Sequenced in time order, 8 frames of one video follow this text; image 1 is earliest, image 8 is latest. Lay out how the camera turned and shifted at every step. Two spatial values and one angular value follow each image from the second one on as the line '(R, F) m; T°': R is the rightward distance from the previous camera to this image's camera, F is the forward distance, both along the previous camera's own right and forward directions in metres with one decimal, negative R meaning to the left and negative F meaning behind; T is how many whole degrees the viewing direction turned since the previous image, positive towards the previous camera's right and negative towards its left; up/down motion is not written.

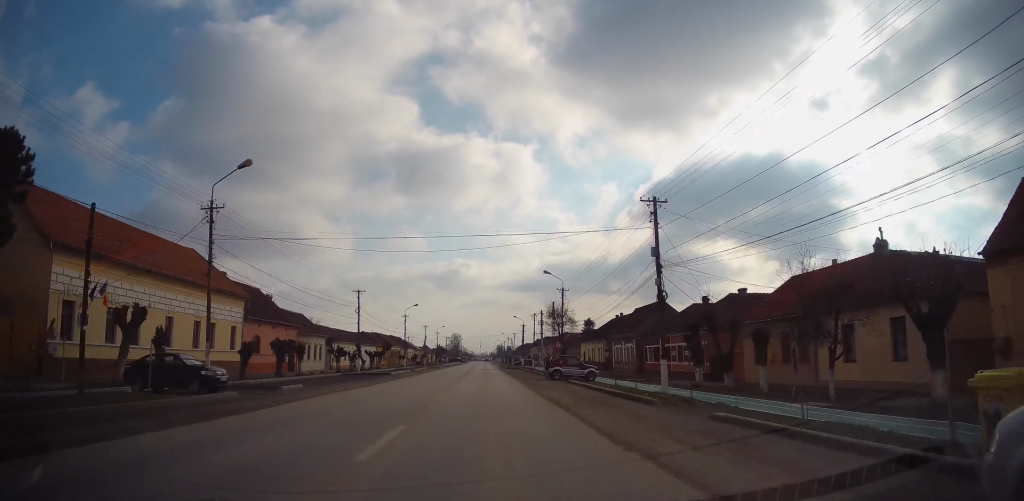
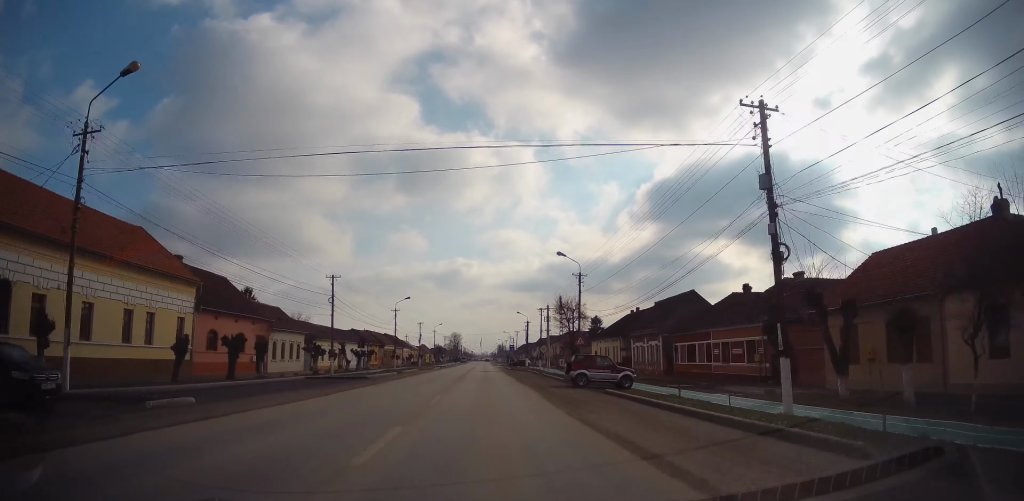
(-0.2, +8.9) m; 0°
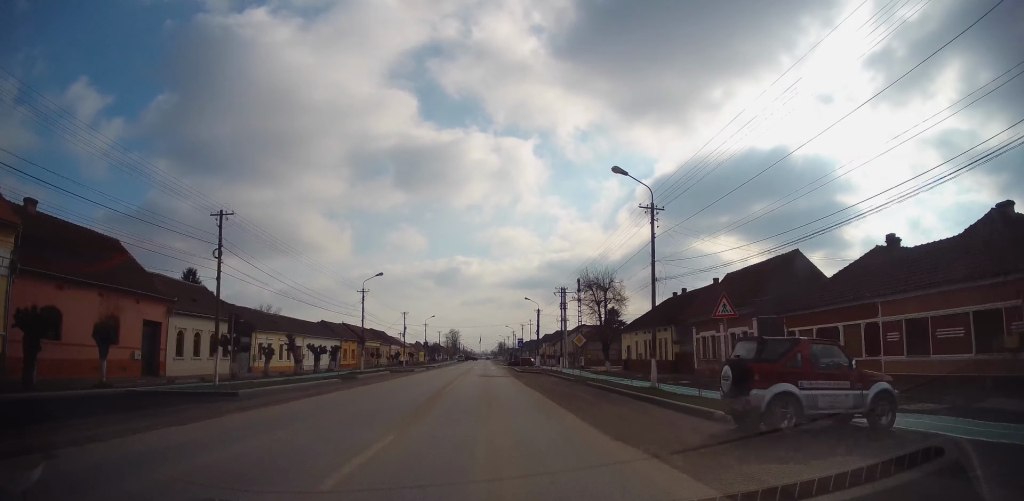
(+0.1, +18.4) m; 0°
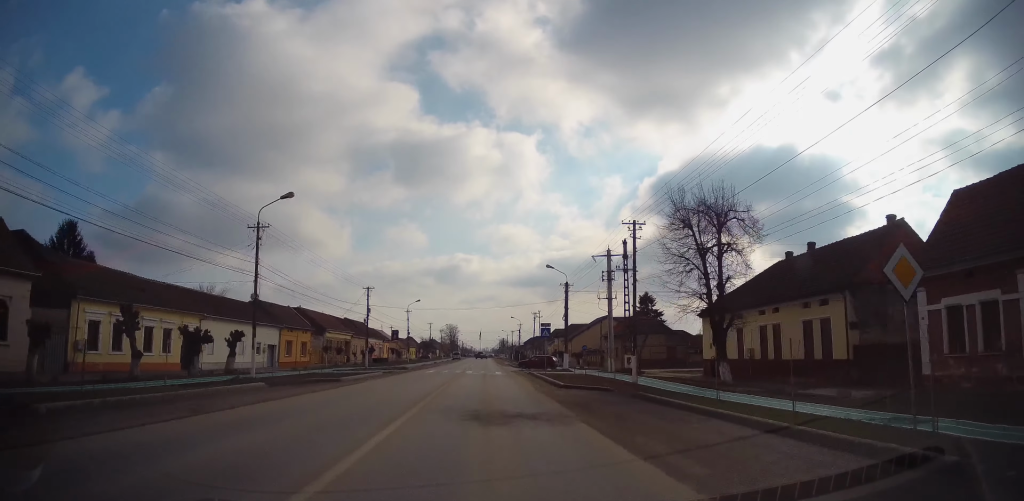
(-0.1, +24.7) m; 0°
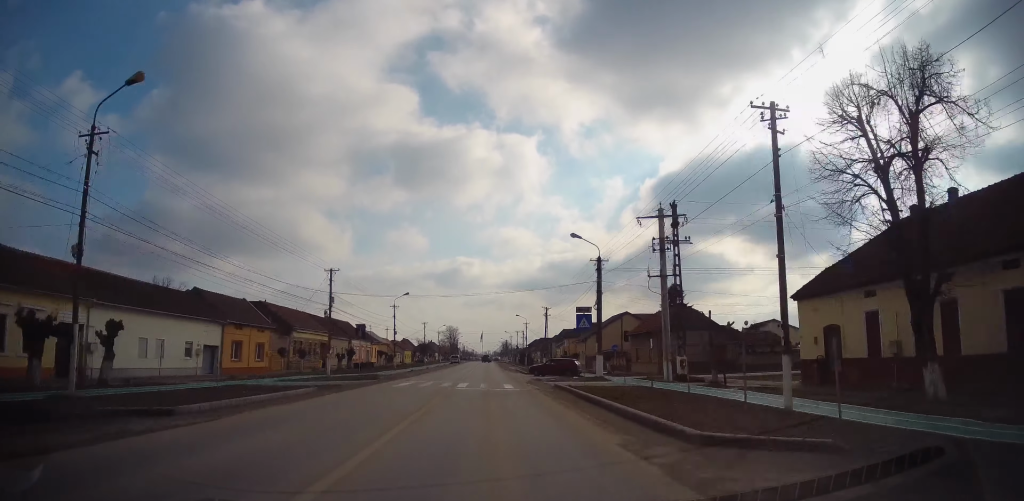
(+0.2, +13.6) m; 0°
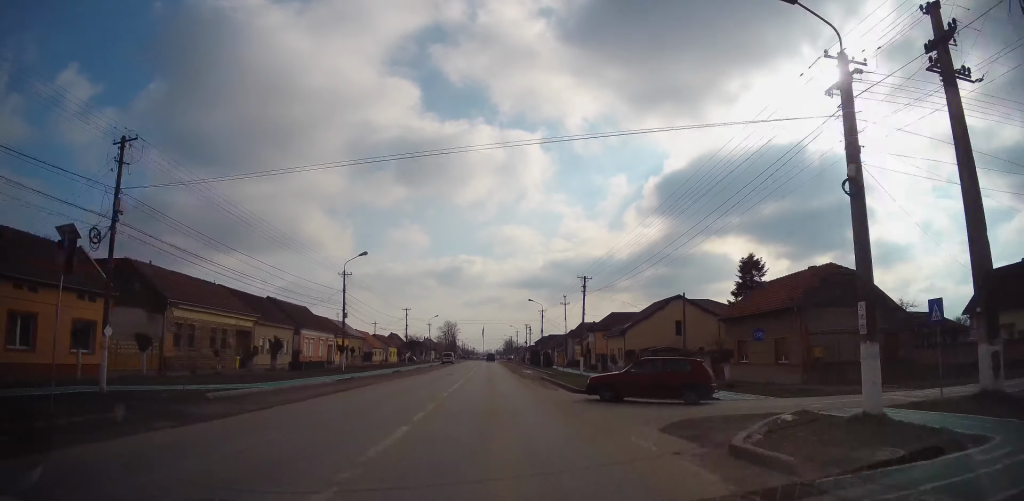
(0.0, +25.4) m; +1°
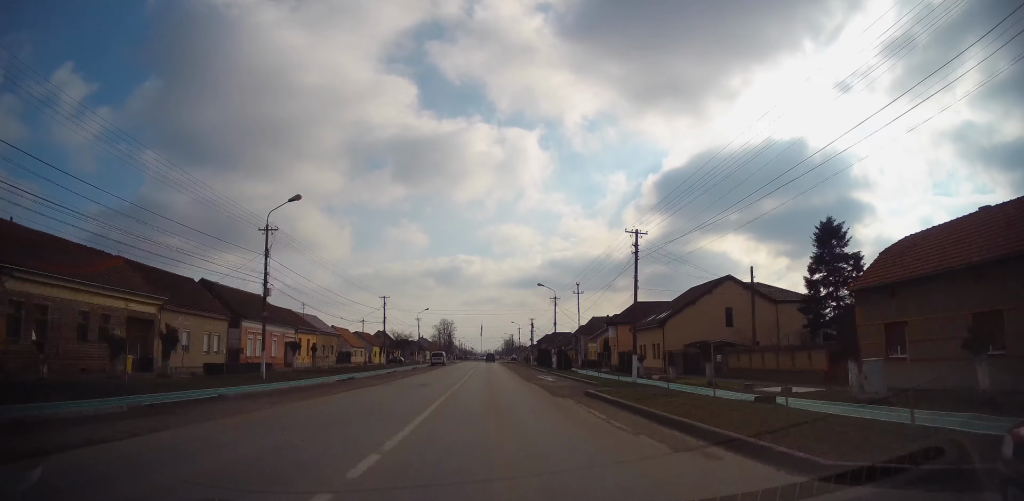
(+0.1, +15.5) m; -1°
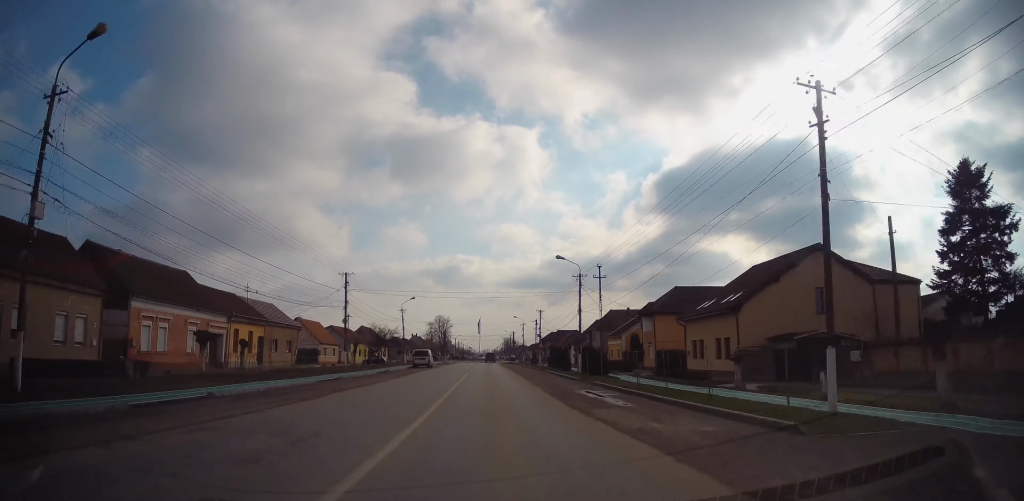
(-0.4, +16.4) m; 0°
